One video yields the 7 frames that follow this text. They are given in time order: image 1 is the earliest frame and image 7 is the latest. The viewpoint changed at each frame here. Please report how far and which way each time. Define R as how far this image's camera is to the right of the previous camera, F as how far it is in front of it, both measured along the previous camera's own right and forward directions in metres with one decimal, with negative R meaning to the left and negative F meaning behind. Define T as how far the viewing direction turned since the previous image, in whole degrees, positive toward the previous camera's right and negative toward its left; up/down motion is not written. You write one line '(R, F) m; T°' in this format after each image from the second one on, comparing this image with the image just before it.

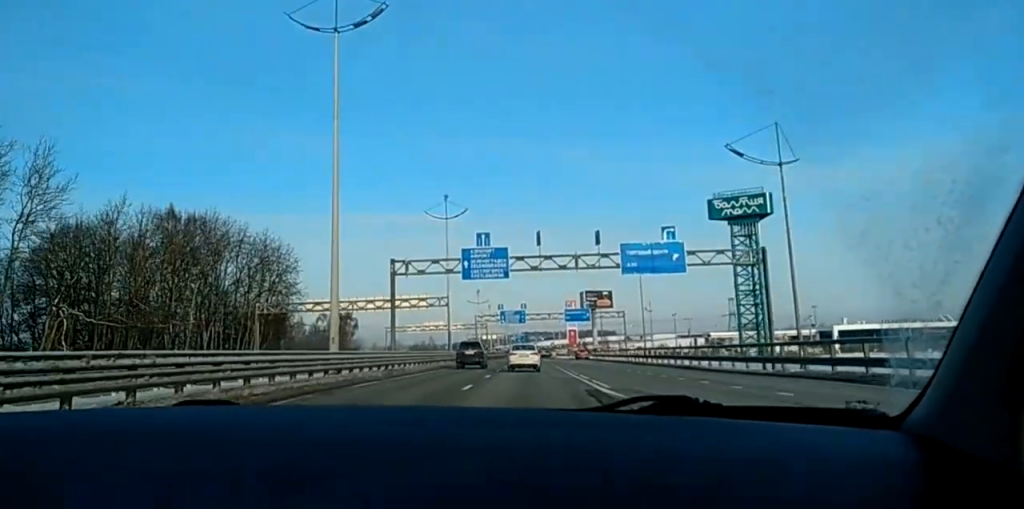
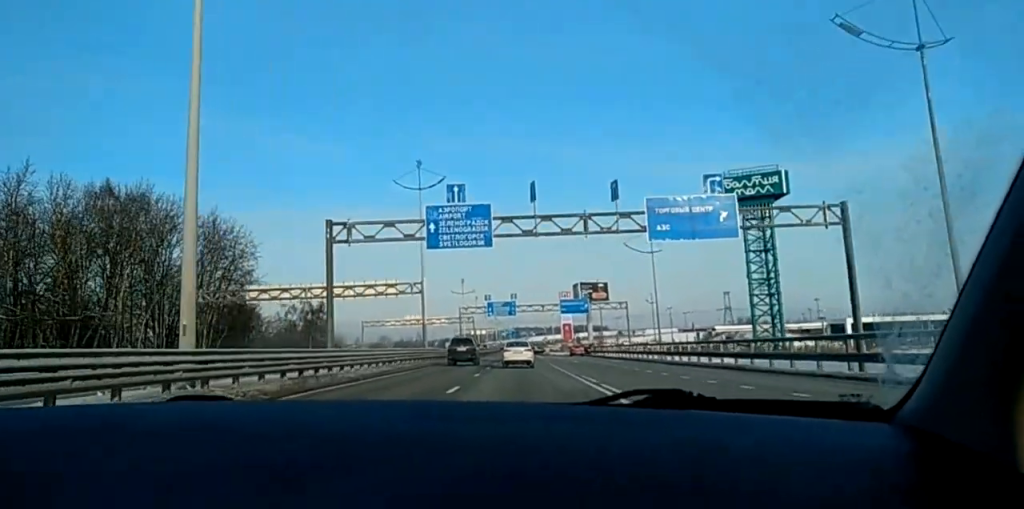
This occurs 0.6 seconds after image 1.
(+0.1, +14.0) m; 0°
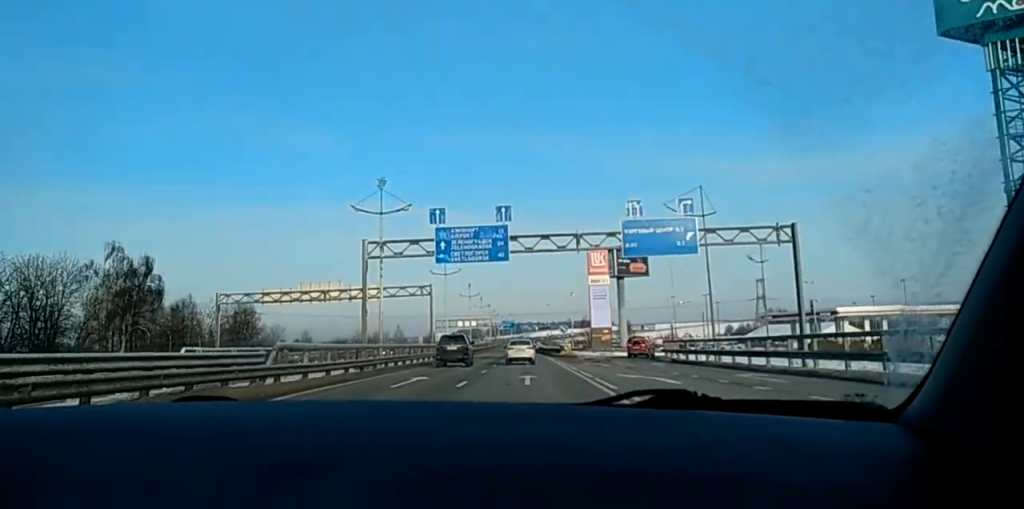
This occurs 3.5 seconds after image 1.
(-0.4, +69.3) m; -1°
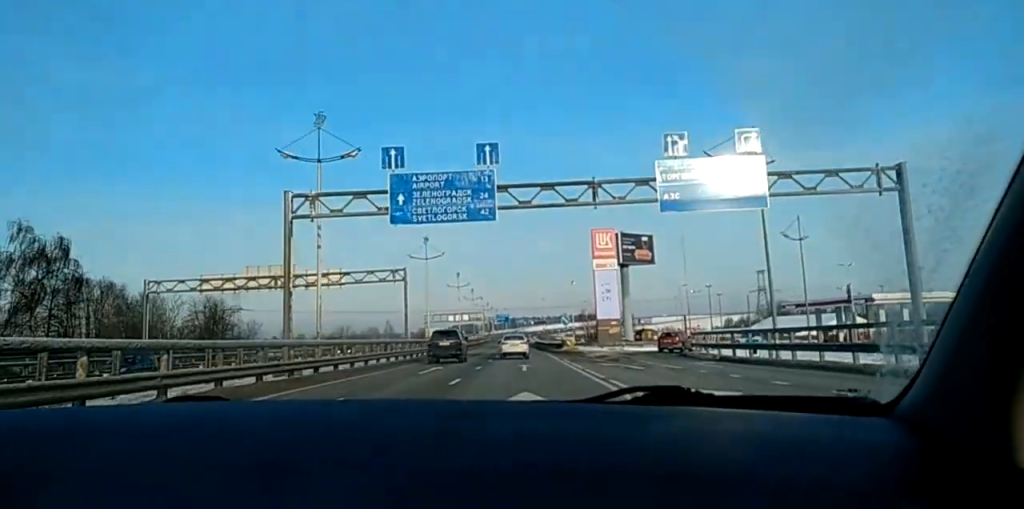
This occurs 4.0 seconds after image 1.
(0.0, +12.6) m; 0°
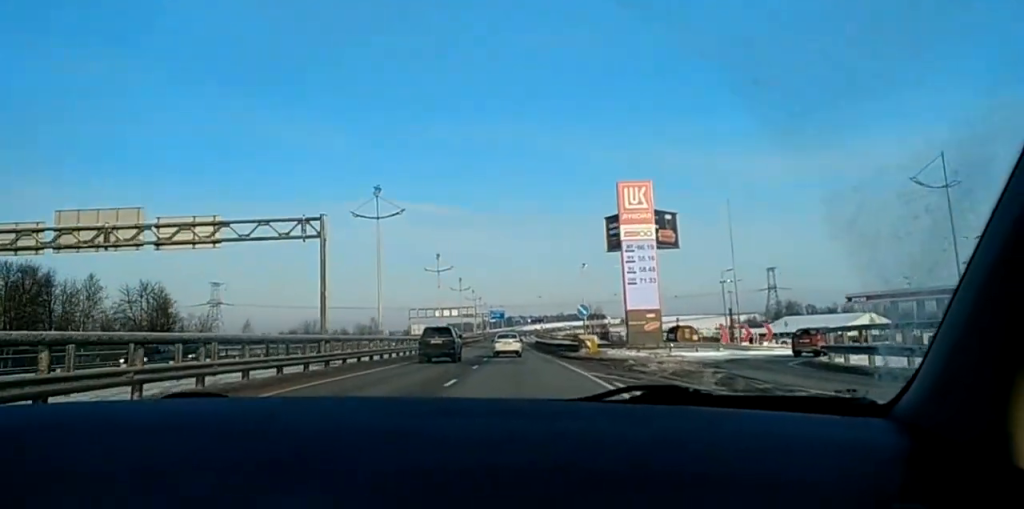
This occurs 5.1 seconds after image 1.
(0.0, +25.5) m; 0°
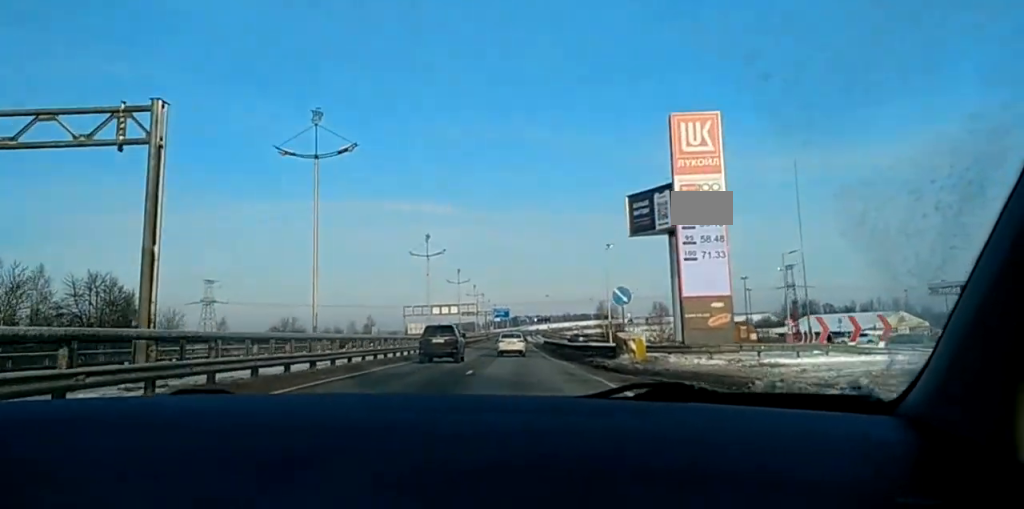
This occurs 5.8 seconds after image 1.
(0.0, +17.9) m; 0°
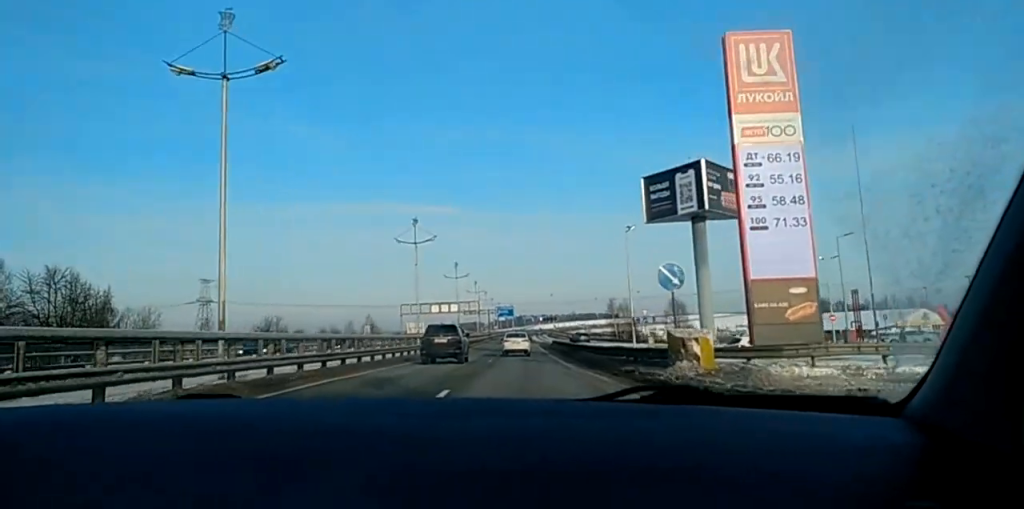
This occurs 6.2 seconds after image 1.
(0.0, +11.0) m; 0°
